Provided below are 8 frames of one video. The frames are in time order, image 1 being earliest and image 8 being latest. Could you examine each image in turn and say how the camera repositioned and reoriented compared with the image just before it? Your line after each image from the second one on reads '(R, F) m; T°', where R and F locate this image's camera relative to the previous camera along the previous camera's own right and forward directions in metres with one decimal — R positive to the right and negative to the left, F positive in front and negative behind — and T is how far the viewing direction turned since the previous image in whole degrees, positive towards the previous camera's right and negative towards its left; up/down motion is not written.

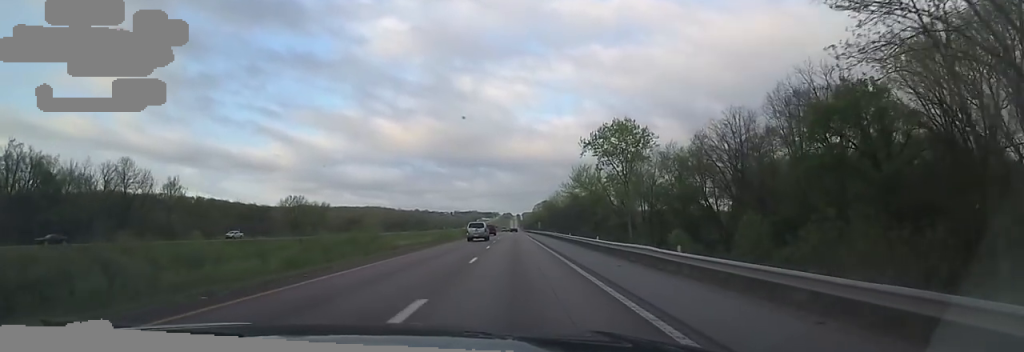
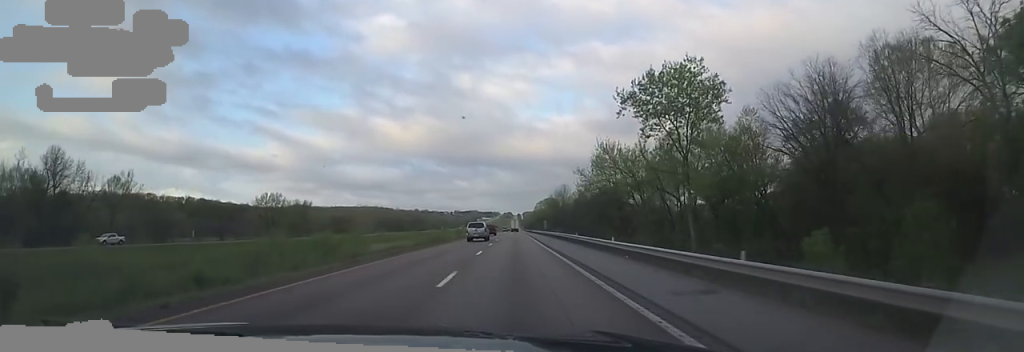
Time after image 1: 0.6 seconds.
(+0.8, +19.7) m; +1°
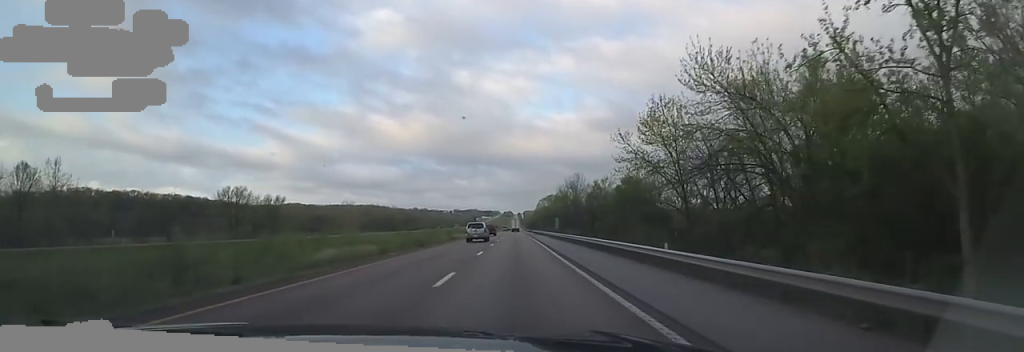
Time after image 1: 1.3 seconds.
(+0.3, +24.3) m; 0°
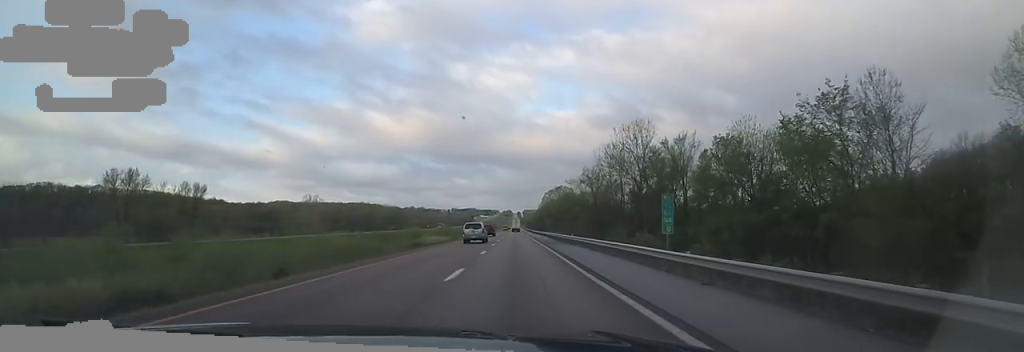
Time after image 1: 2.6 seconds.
(-0.9, +47.6) m; -1°
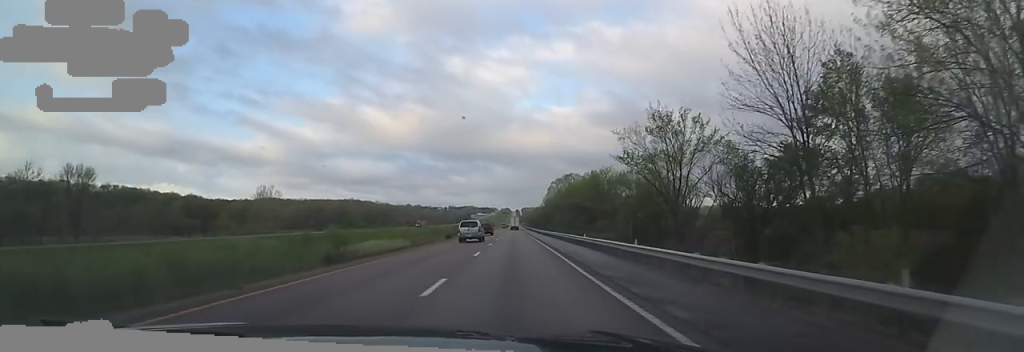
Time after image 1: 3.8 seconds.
(+0.6, +39.0) m; 0°
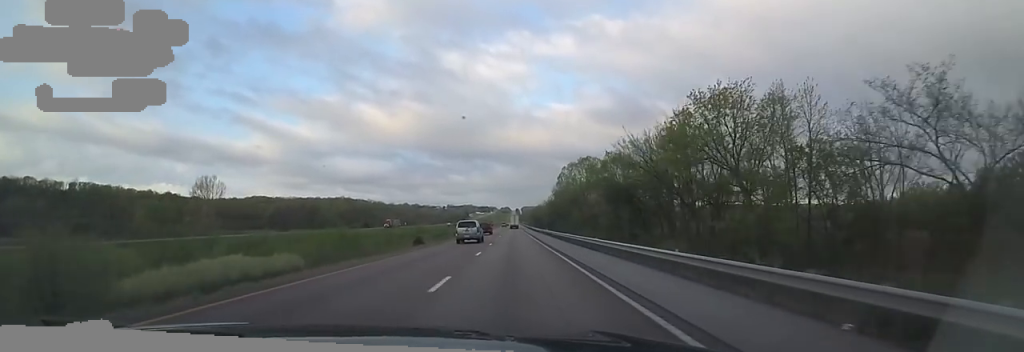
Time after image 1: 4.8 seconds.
(-0.5, +35.1) m; -1°
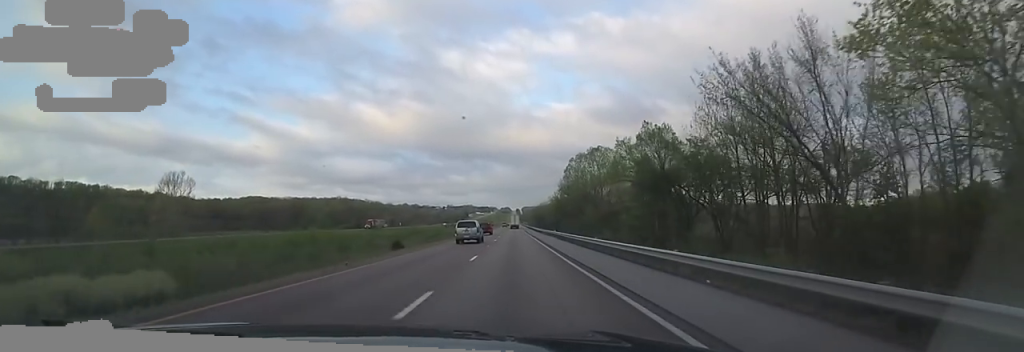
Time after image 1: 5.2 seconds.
(0.0, +15.1) m; +1°
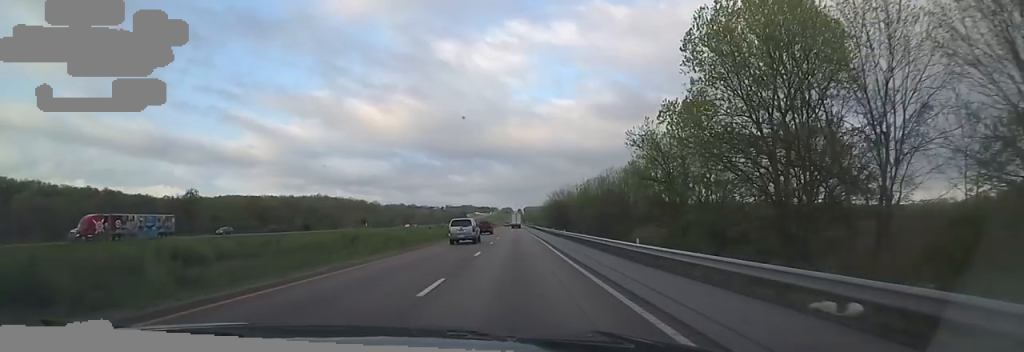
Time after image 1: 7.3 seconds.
(+2.3, +71.7) m; +1°
